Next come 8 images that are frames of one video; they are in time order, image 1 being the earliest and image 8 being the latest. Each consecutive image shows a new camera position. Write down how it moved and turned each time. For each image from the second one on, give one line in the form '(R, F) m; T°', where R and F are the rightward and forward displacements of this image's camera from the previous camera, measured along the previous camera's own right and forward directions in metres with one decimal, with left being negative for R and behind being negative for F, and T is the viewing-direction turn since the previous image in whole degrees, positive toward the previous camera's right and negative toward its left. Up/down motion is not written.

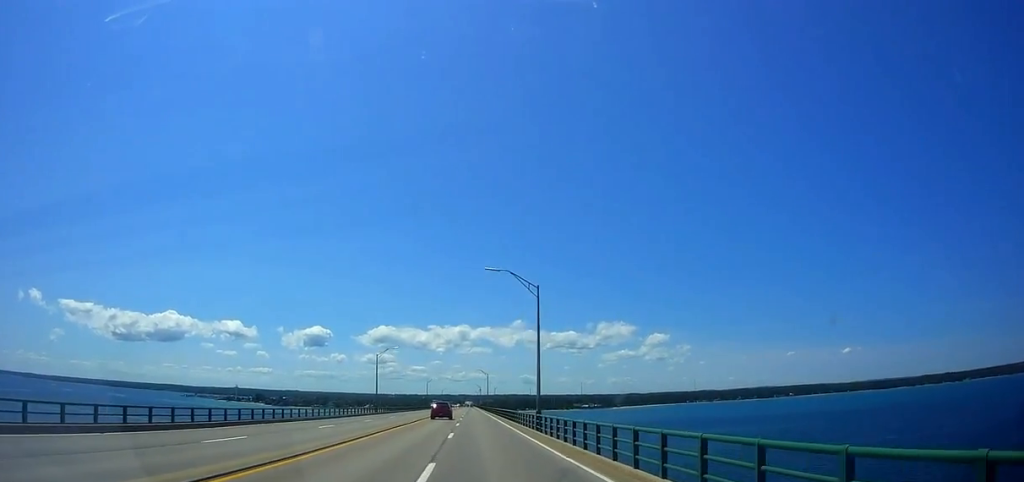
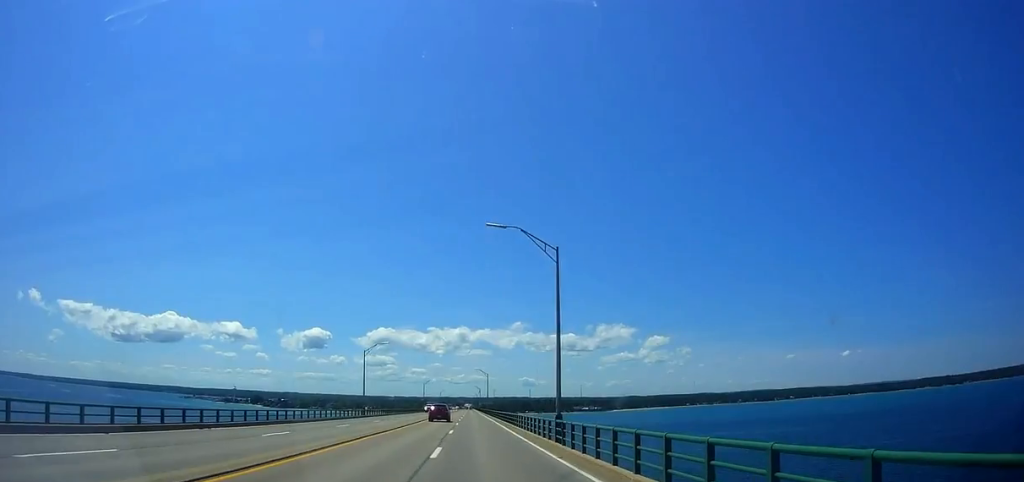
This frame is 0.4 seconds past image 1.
(0.0, +8.7) m; 0°
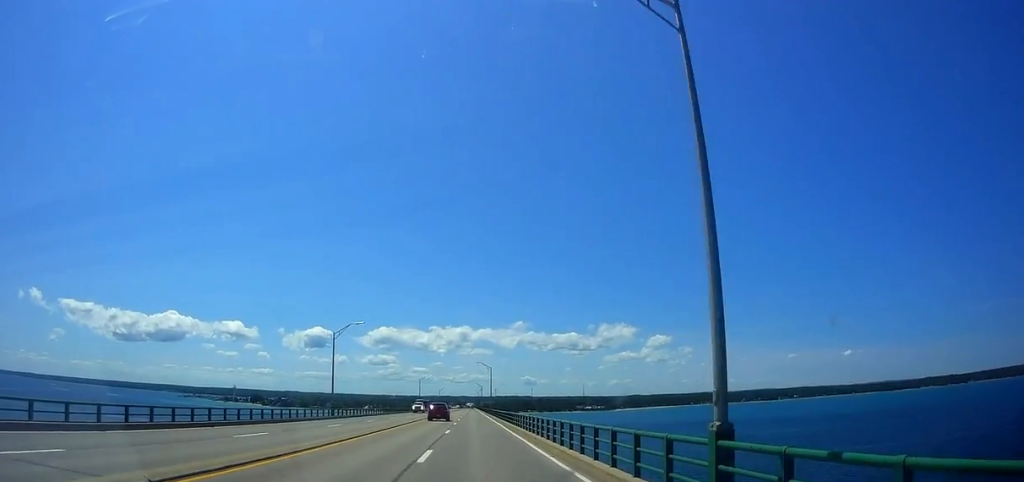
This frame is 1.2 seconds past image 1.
(0.0, +16.7) m; 0°
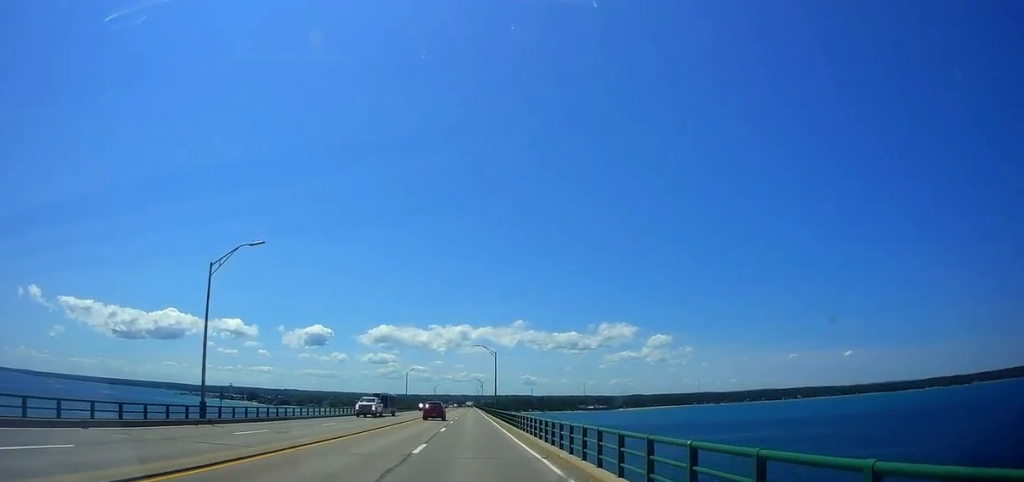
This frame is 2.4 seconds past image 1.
(-0.1, +28.2) m; 0°
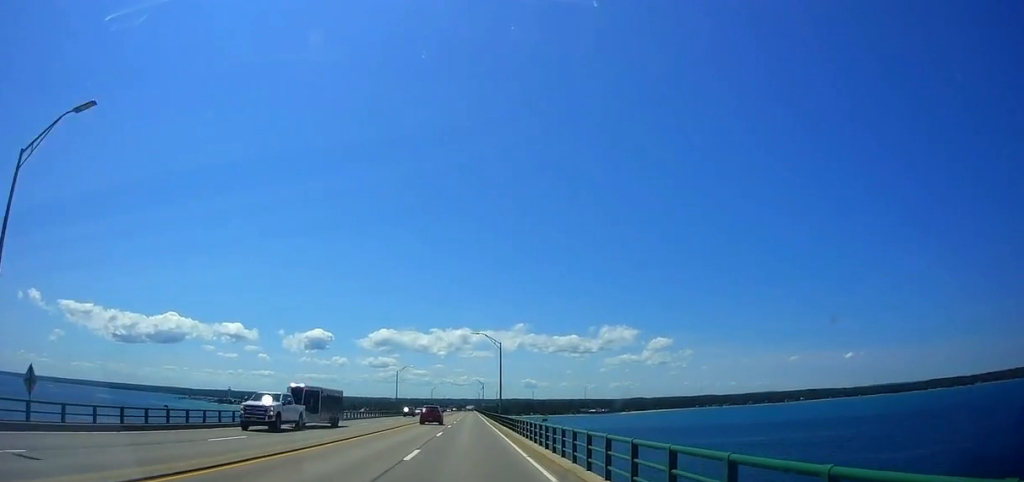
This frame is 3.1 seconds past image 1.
(0.0, +15.8) m; 0°
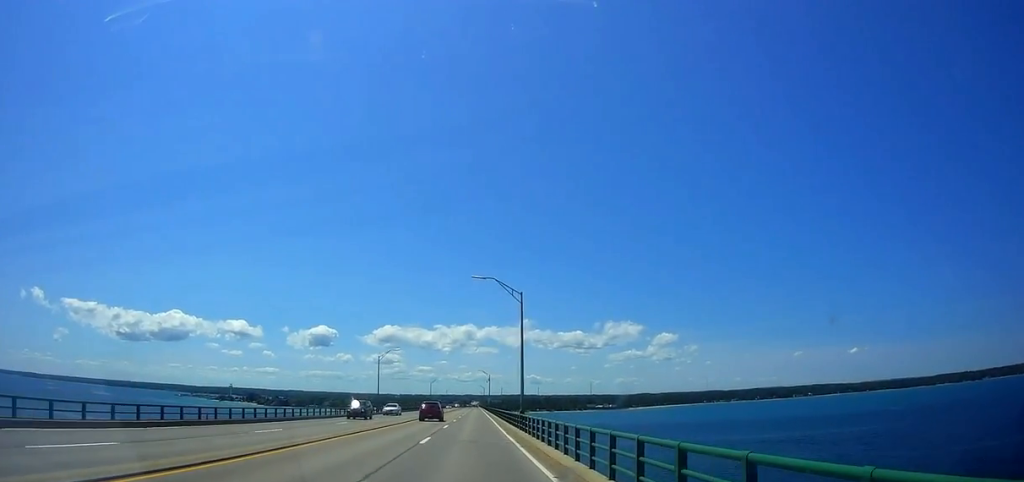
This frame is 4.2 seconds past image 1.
(-0.1, +25.1) m; 0°
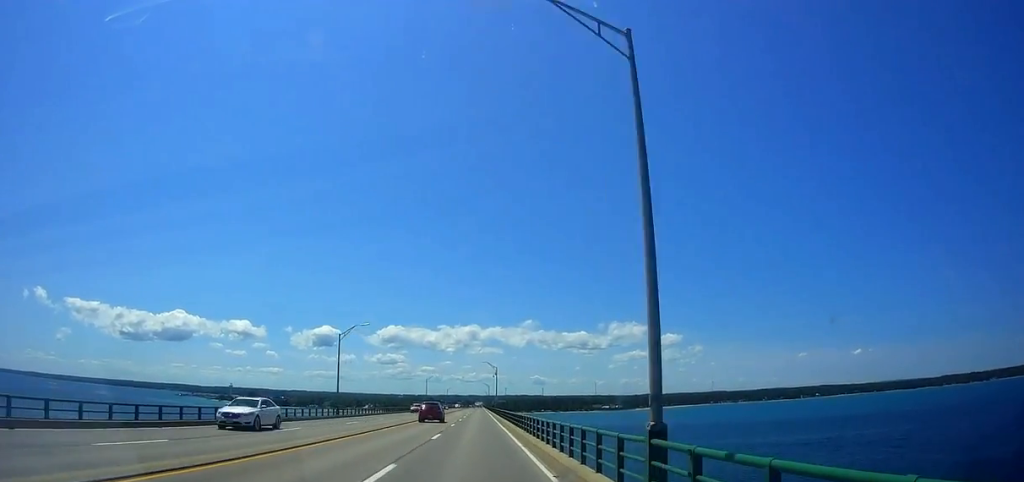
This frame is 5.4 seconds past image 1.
(0.0, +26.9) m; 0°
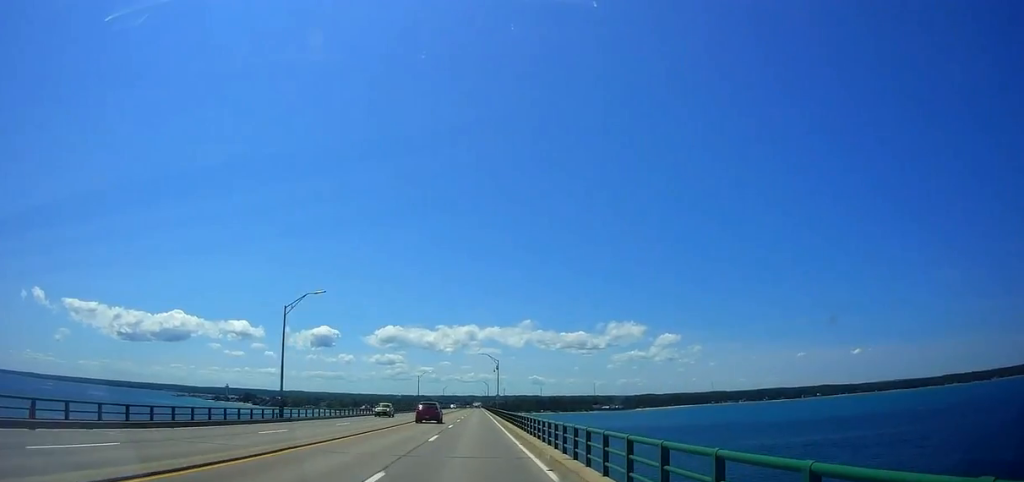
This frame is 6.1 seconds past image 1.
(0.0, +16.9) m; 0°
